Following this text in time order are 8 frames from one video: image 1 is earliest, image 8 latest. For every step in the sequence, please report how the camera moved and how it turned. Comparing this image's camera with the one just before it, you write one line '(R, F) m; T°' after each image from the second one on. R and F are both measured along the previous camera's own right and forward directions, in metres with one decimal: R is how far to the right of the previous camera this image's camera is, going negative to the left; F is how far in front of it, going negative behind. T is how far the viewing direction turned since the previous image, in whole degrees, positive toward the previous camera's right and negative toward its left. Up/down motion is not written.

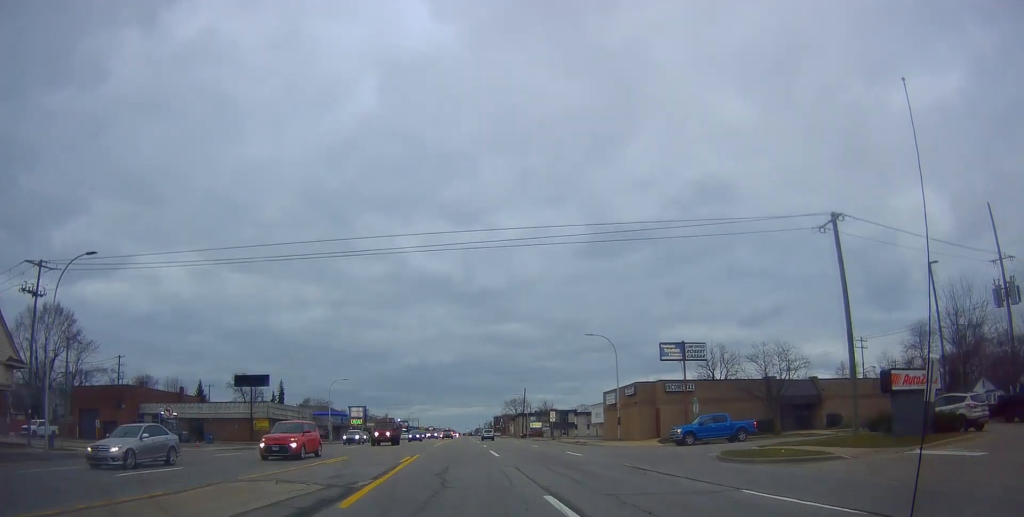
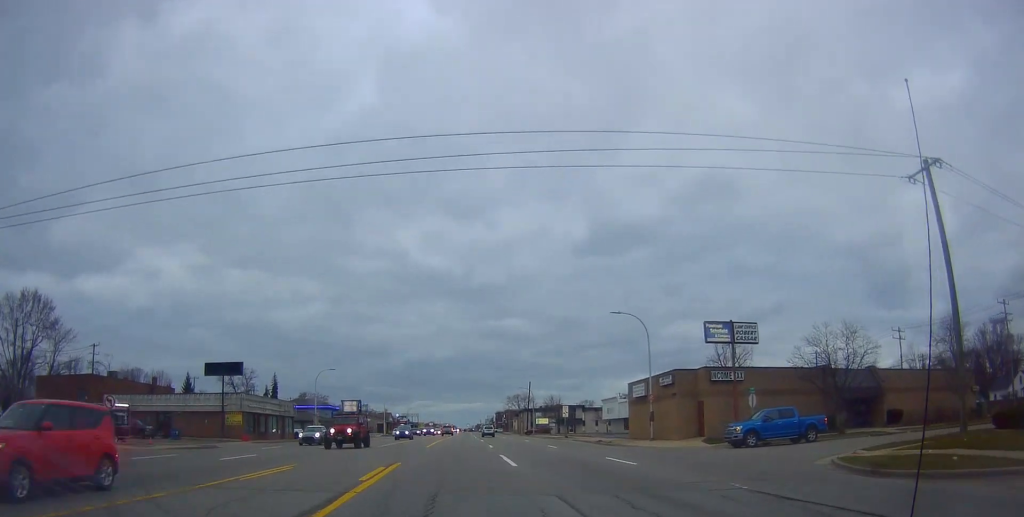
(0.0, +8.5) m; 0°
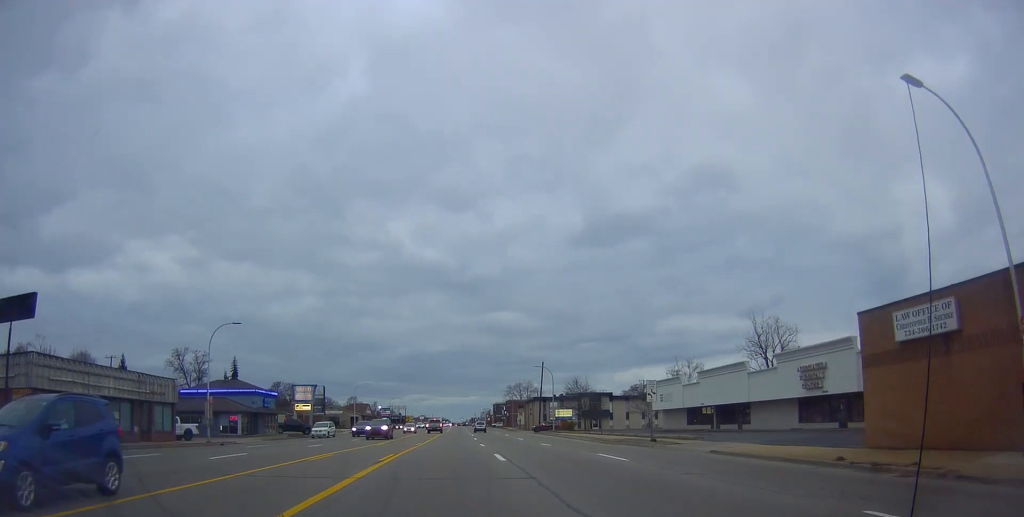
(0.0, +31.3) m; 0°
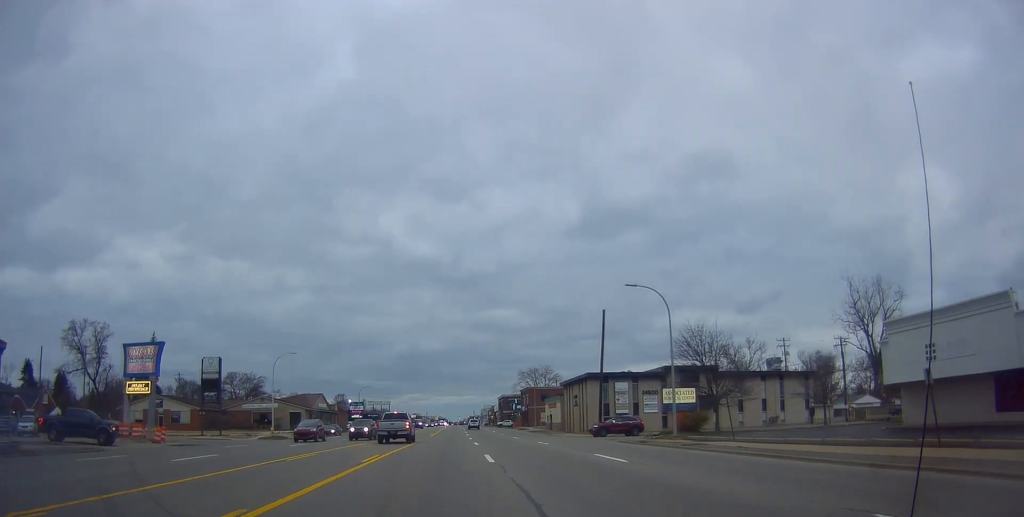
(0.0, +48.3) m; 0°
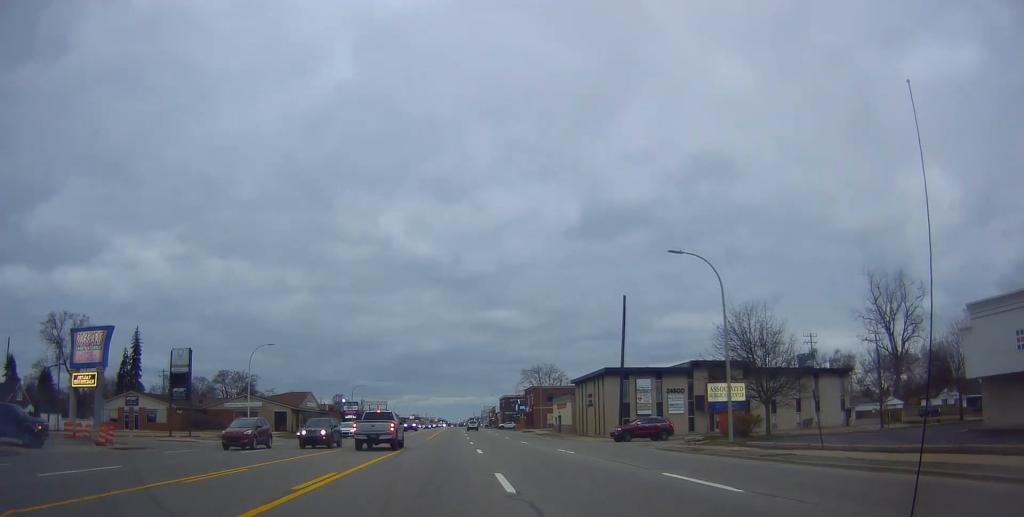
(0.0, +7.6) m; 0°
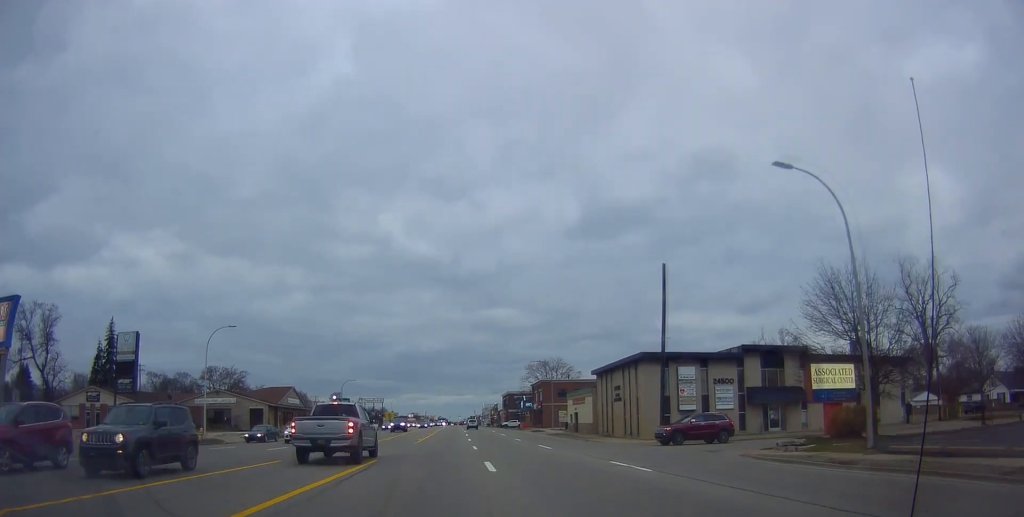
(0.0, +10.5) m; 0°
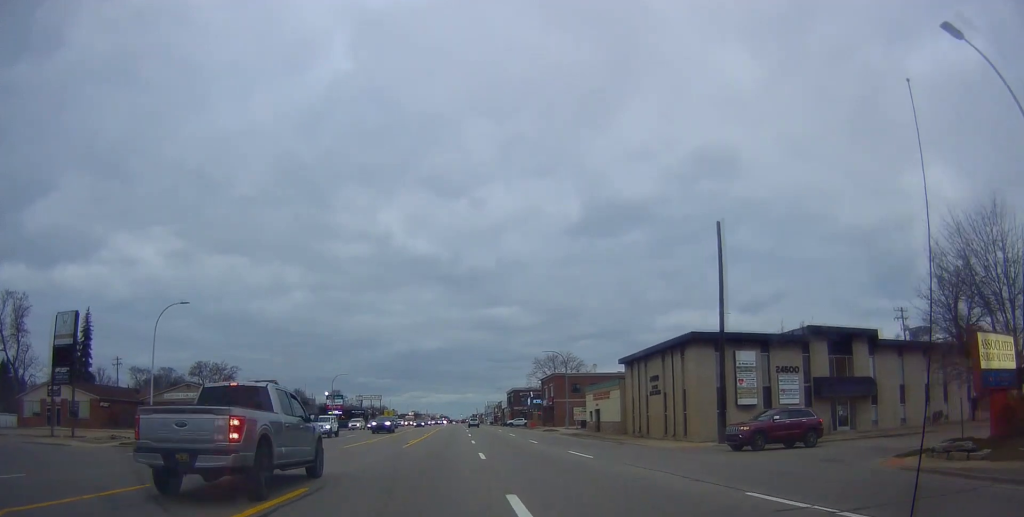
(0.0, +9.4) m; 0°
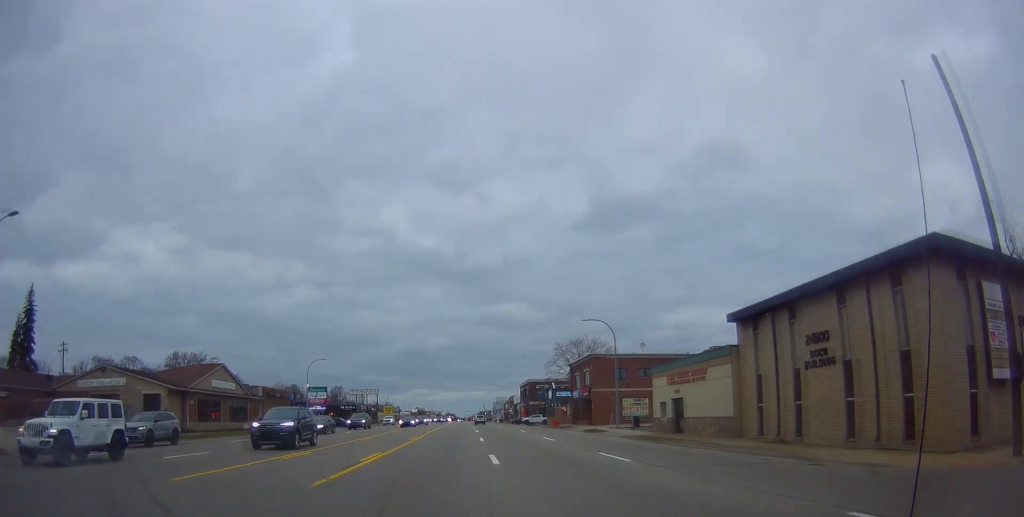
(-0.2, +19.4) m; -2°
